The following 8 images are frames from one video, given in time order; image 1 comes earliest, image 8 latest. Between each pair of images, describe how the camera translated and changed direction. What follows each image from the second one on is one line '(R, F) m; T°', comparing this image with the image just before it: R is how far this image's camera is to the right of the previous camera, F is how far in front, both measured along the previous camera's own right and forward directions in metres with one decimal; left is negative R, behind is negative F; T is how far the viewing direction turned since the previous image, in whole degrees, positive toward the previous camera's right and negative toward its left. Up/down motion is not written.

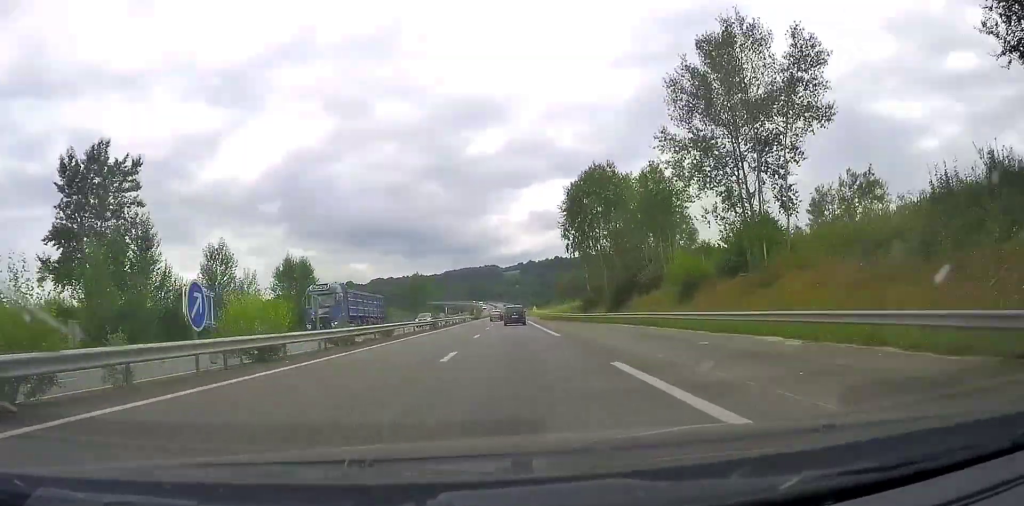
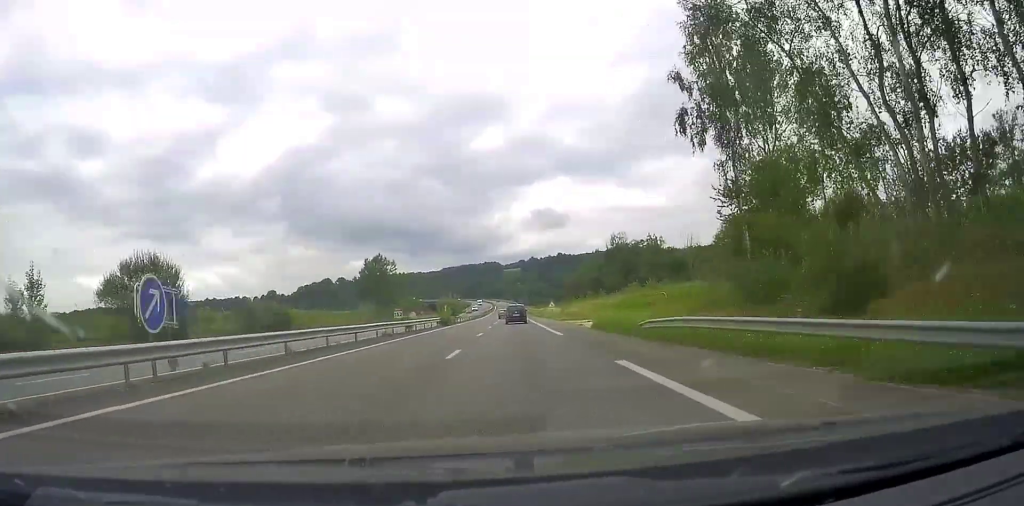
(-0.2, +50.1) m; -1°
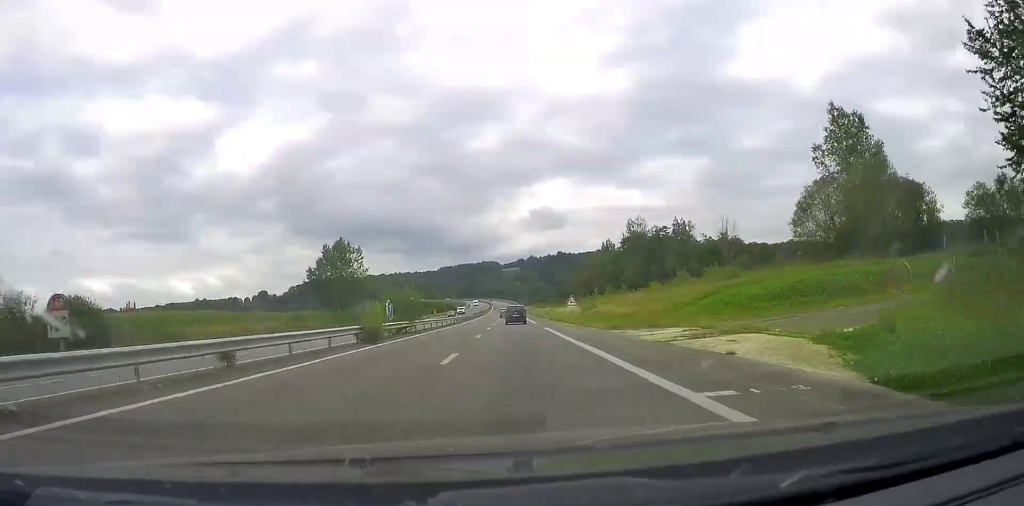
(-0.4, +26.8) m; 0°
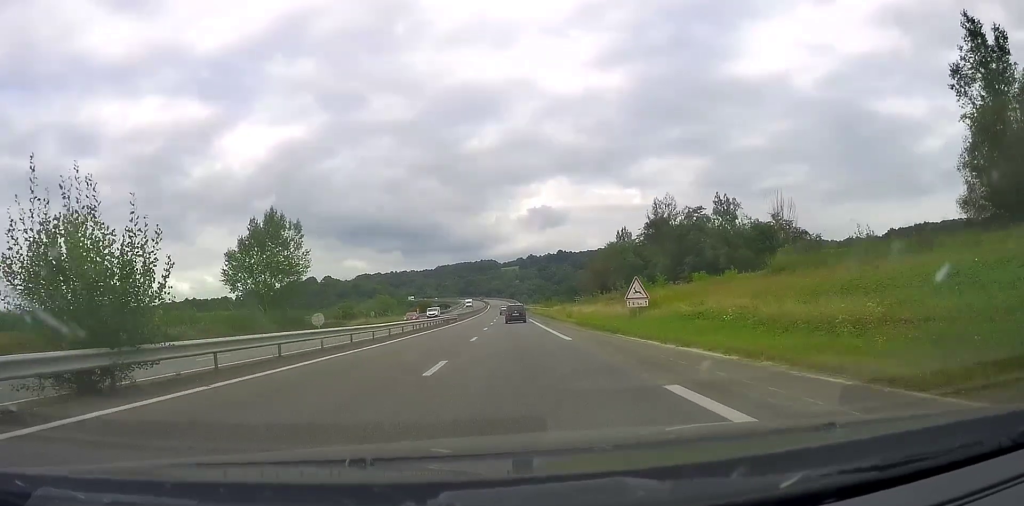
(+0.4, +28.1) m; +1°
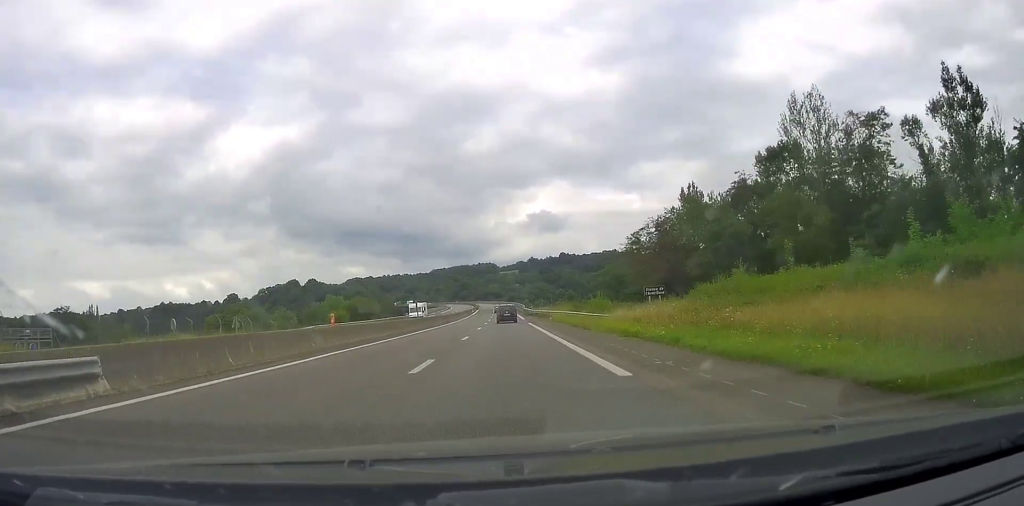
(-1.0, +64.3) m; -1°
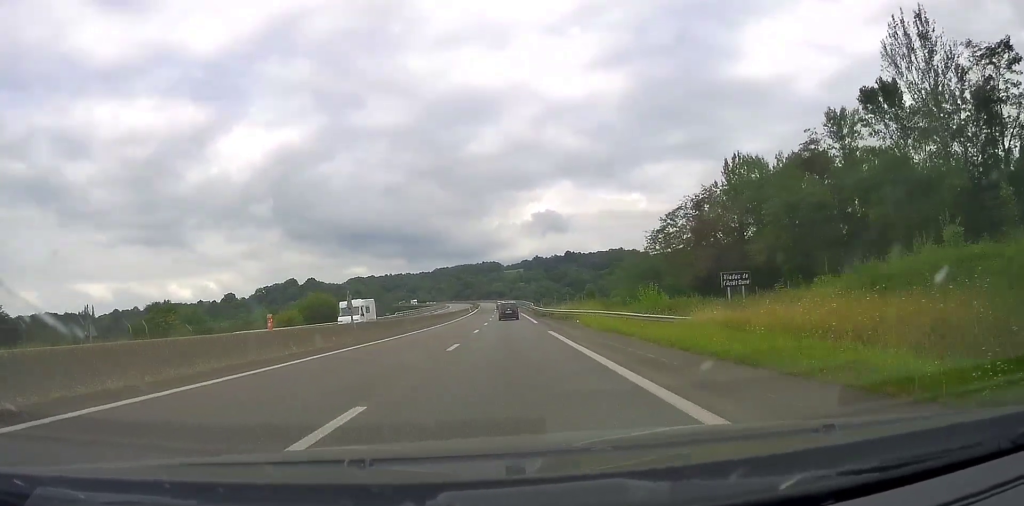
(+0.4, +20.3) m; +1°
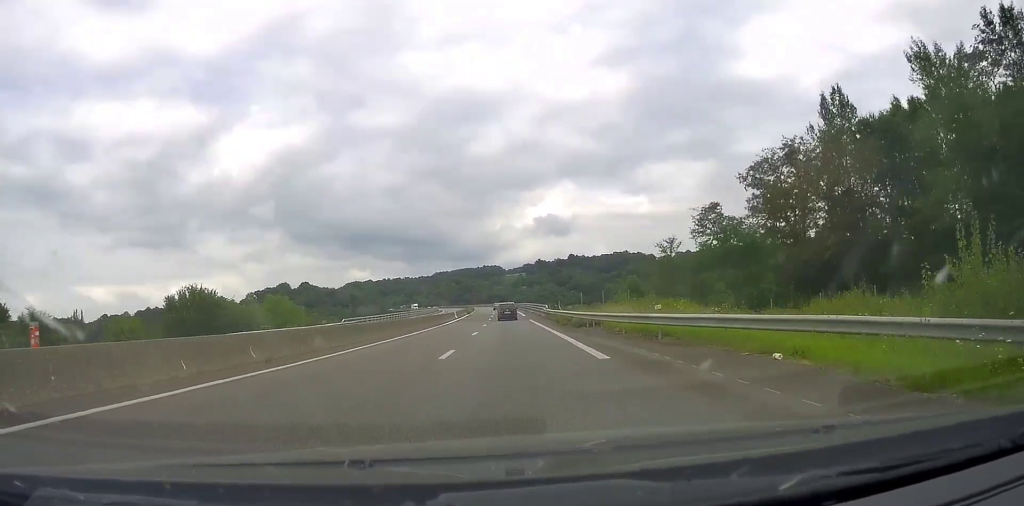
(+0.2, +29.4) m; -1°
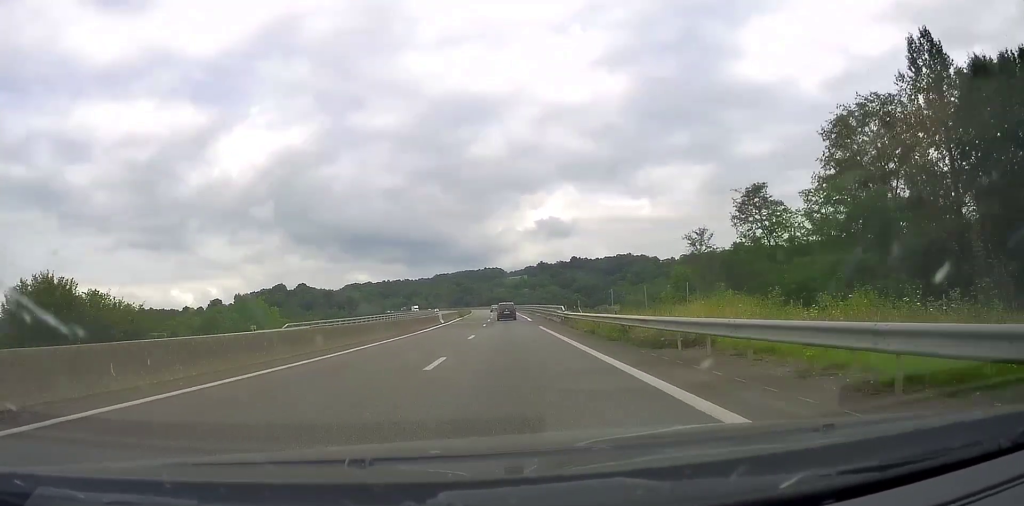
(0.0, +16.2) m; -1°
